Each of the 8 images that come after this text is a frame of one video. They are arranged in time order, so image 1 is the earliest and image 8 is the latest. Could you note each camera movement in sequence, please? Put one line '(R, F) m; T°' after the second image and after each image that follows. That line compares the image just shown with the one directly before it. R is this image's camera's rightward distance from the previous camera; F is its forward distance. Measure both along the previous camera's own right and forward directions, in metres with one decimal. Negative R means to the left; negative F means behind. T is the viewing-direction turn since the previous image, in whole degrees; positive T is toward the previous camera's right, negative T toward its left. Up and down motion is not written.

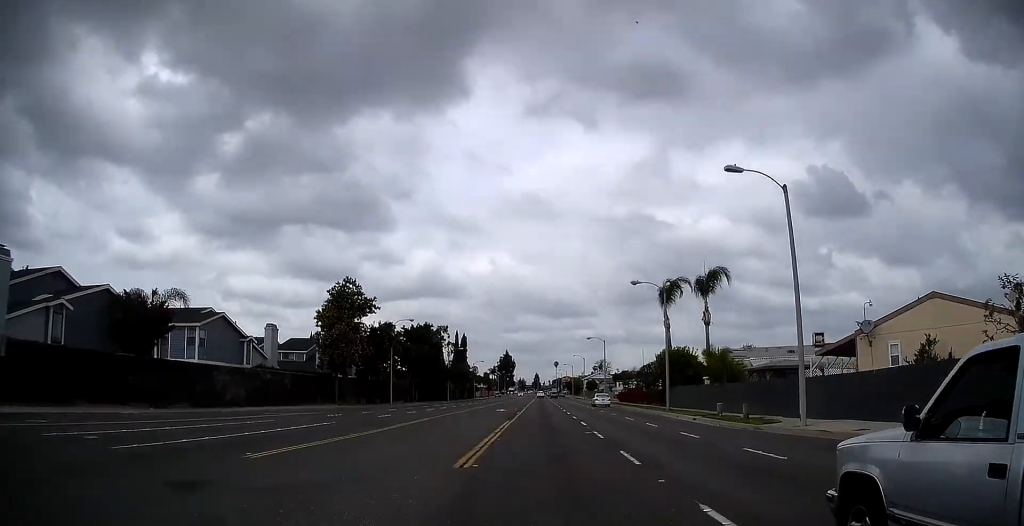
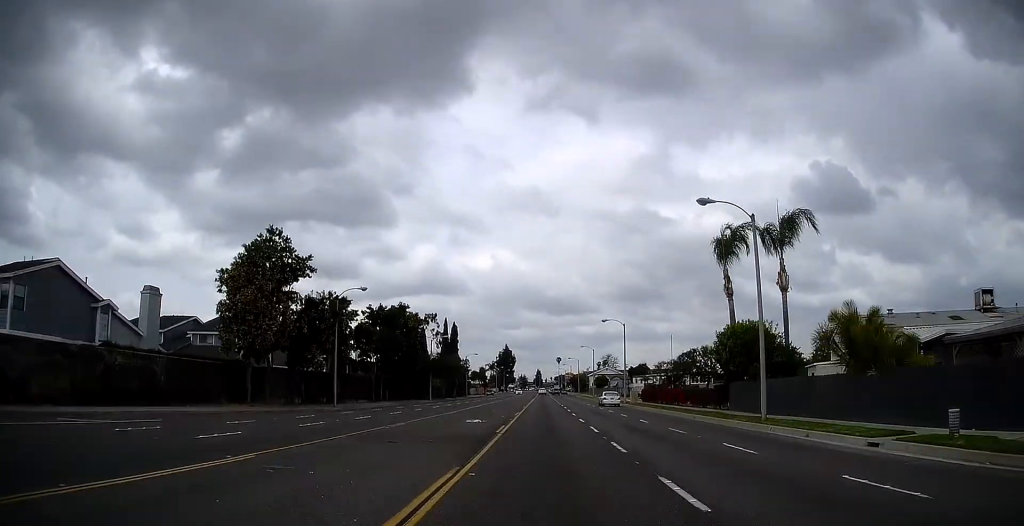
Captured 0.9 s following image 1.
(+0.1, +19.6) m; 0°
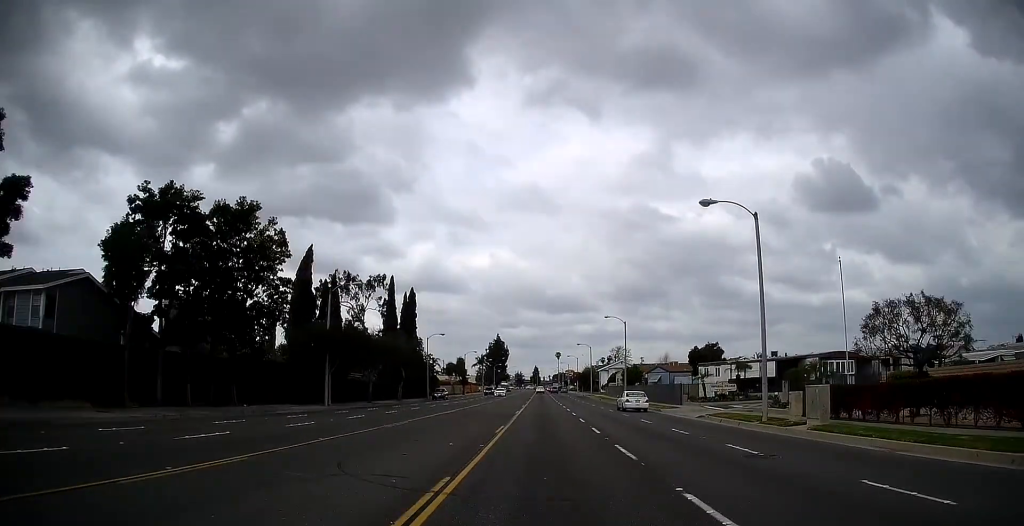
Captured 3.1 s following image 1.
(+0.1, +44.3) m; +1°
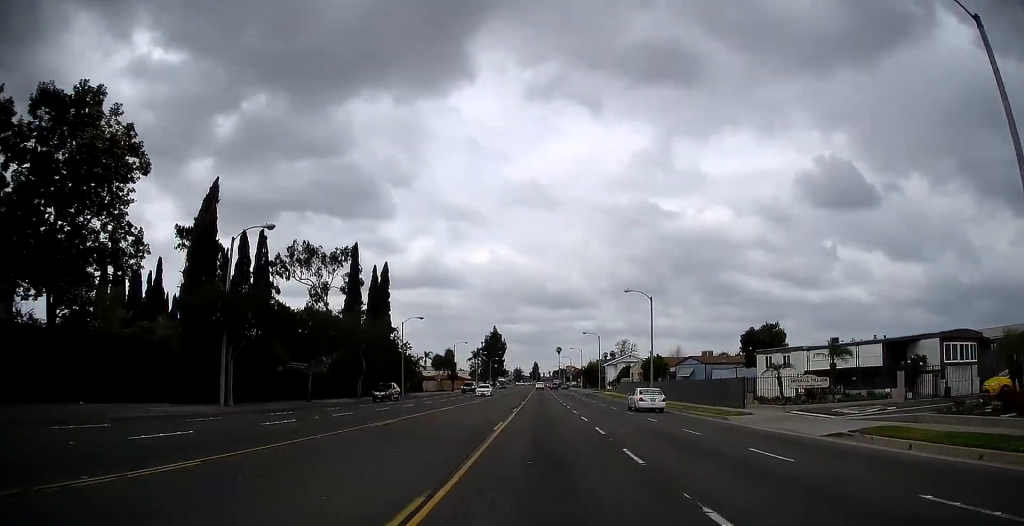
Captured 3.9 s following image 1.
(0.0, +16.5) m; 0°
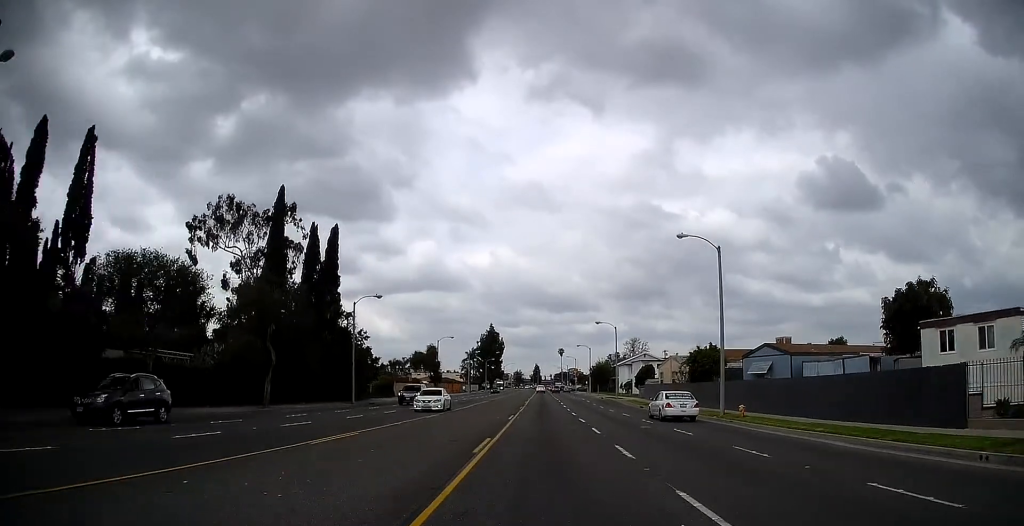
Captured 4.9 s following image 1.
(+0.2, +20.3) m; 0°
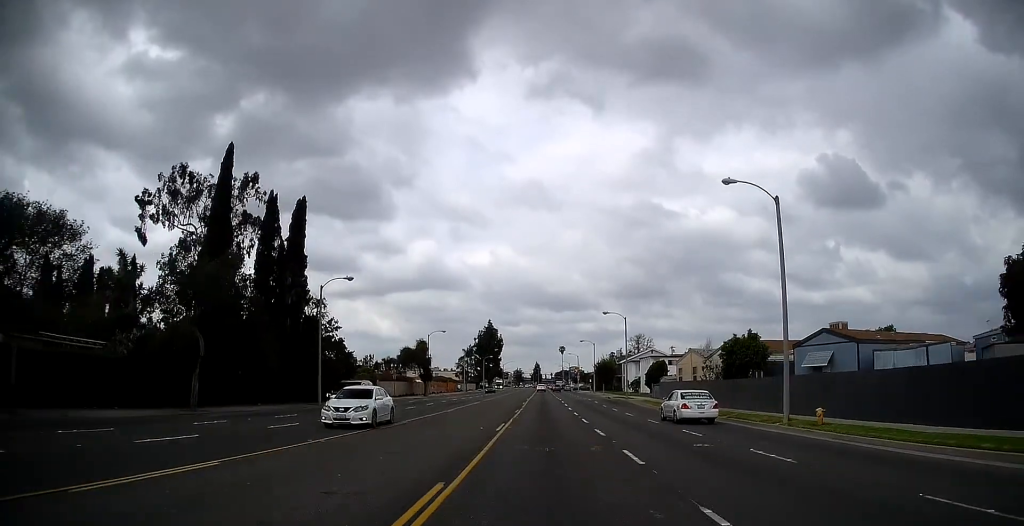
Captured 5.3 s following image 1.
(-0.1, +8.7) m; 0°
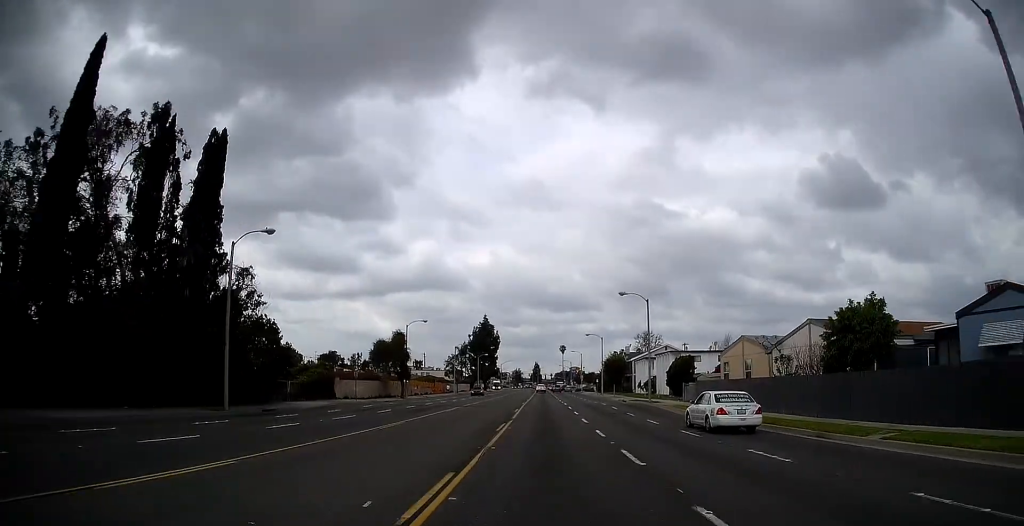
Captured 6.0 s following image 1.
(-0.1, +14.6) m; 0°
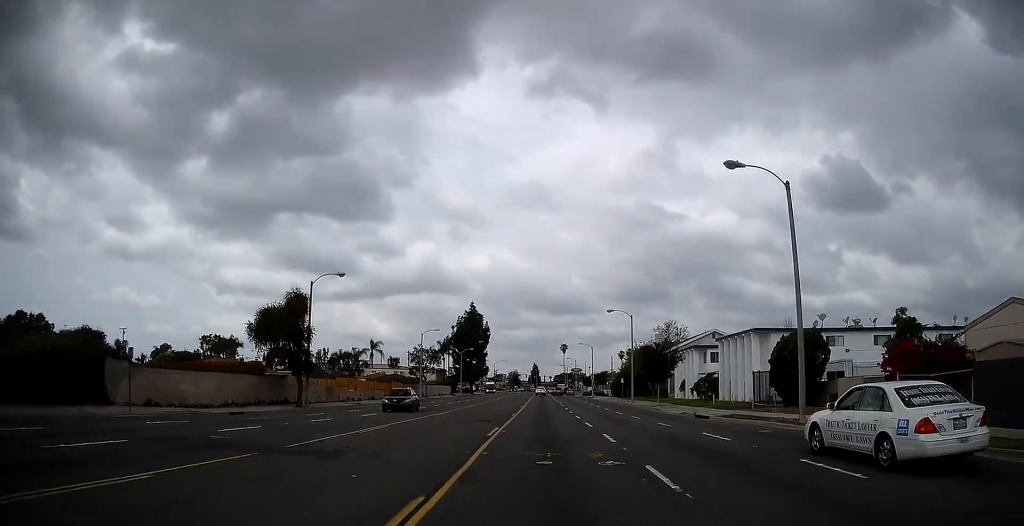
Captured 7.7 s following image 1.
(0.0, +32.3) m; 0°
